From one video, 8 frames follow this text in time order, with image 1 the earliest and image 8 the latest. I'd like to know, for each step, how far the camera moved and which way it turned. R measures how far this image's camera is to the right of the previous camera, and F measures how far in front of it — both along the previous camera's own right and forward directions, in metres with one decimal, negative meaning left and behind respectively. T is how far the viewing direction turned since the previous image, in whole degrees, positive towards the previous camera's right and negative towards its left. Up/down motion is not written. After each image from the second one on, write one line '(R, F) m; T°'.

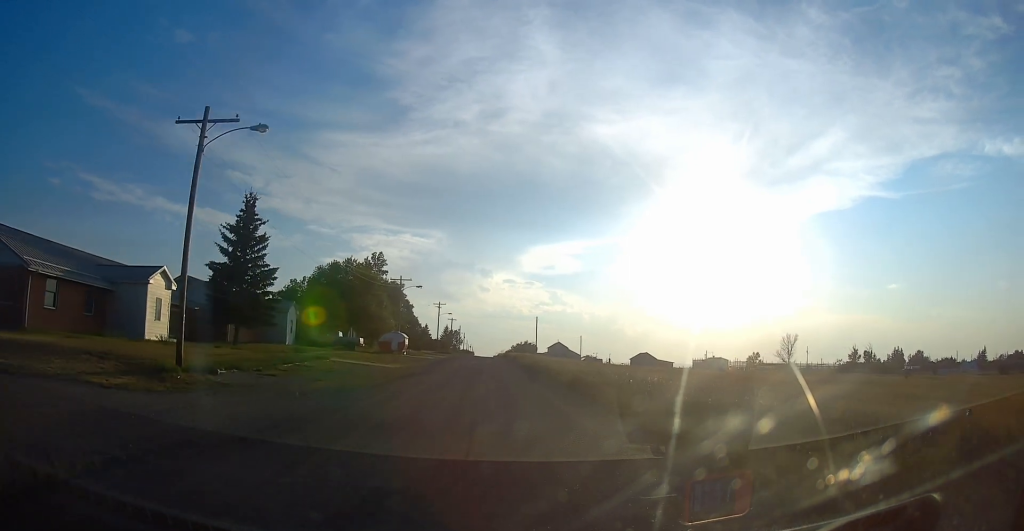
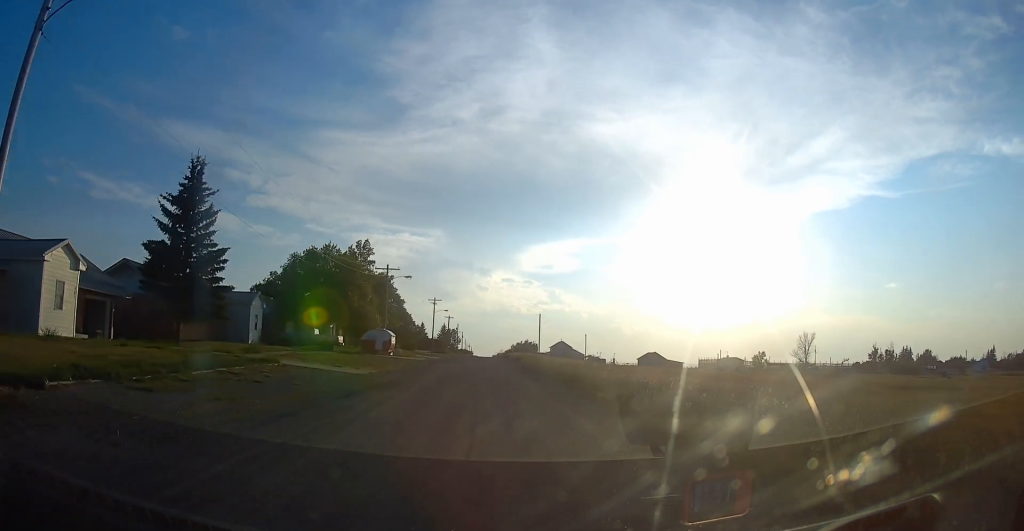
(0.0, +9.4) m; +1°
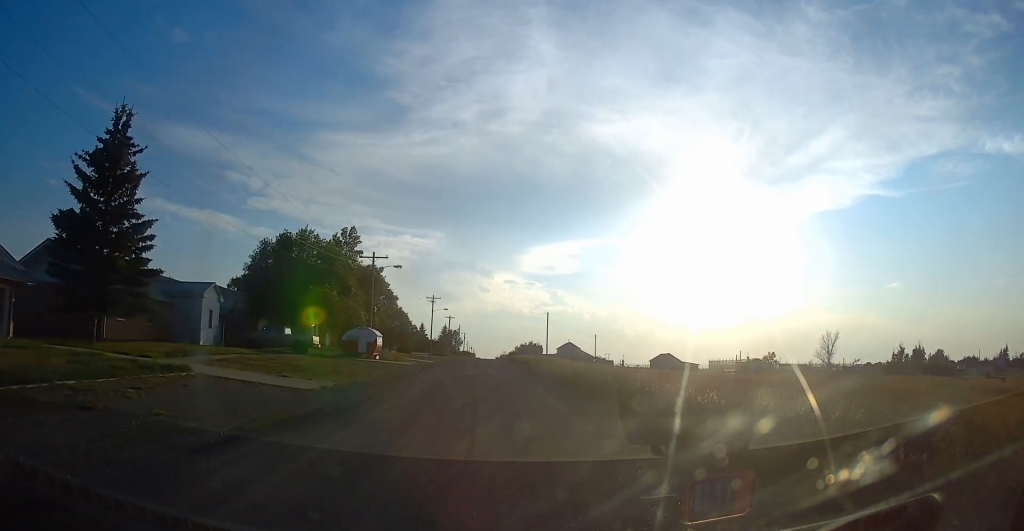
(+0.2, +9.6) m; +1°
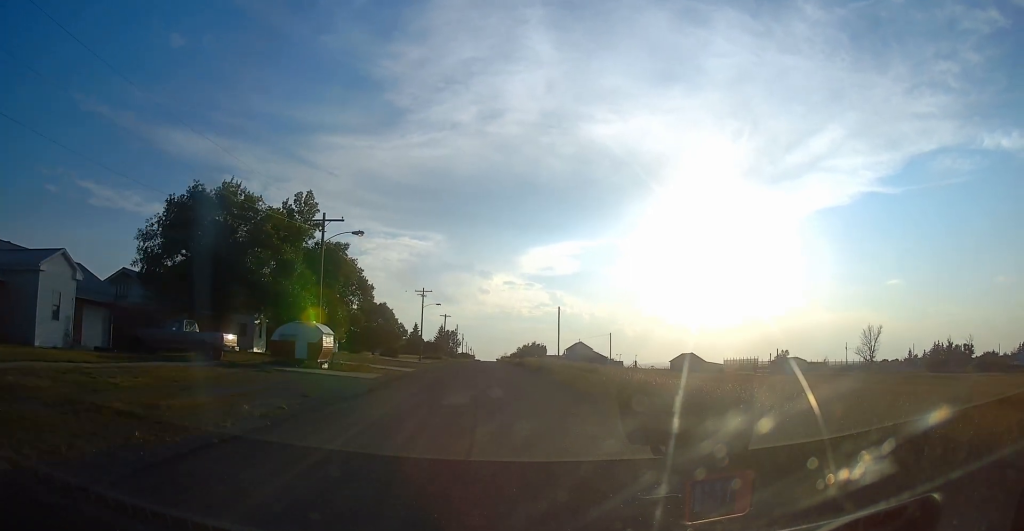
(0.0, +16.9) m; 0°
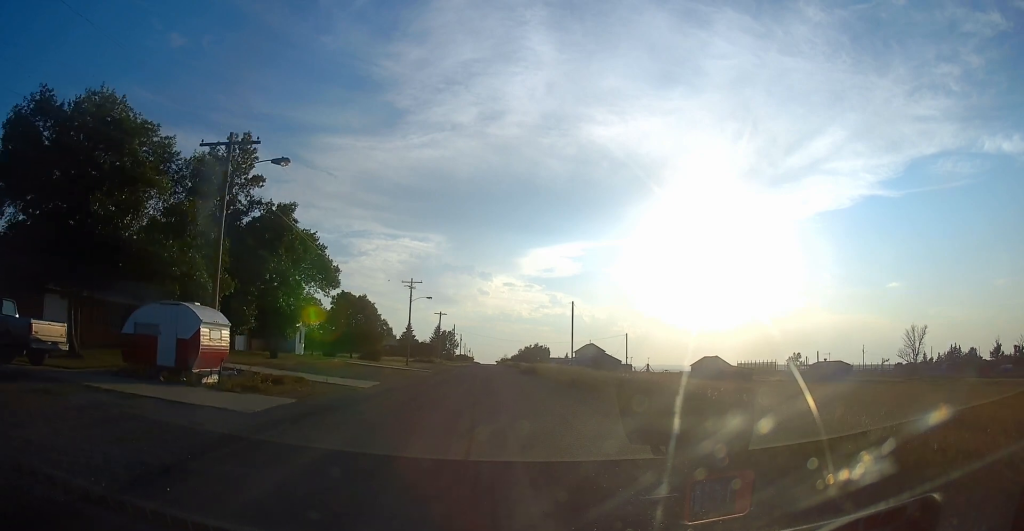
(0.0, +14.7) m; 0°
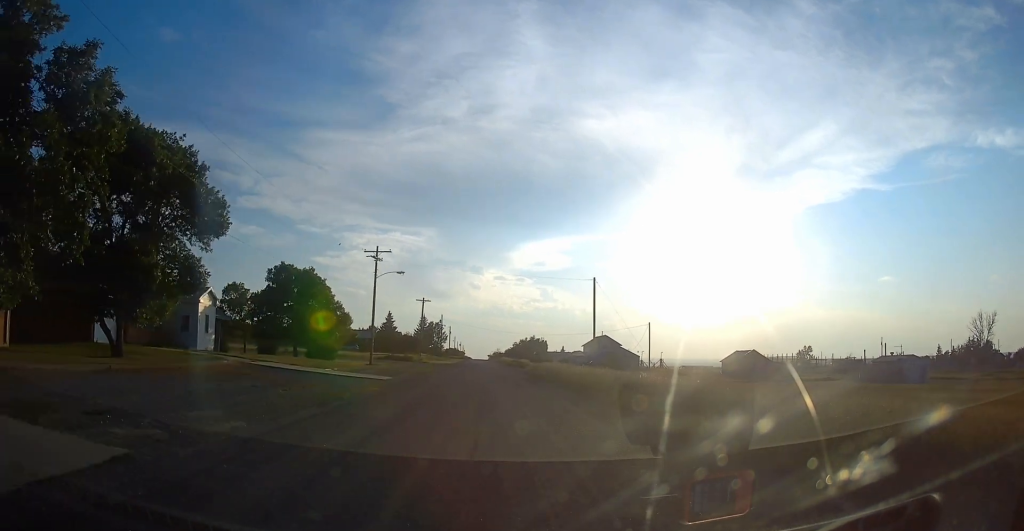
(0.0, +20.4) m; +1°
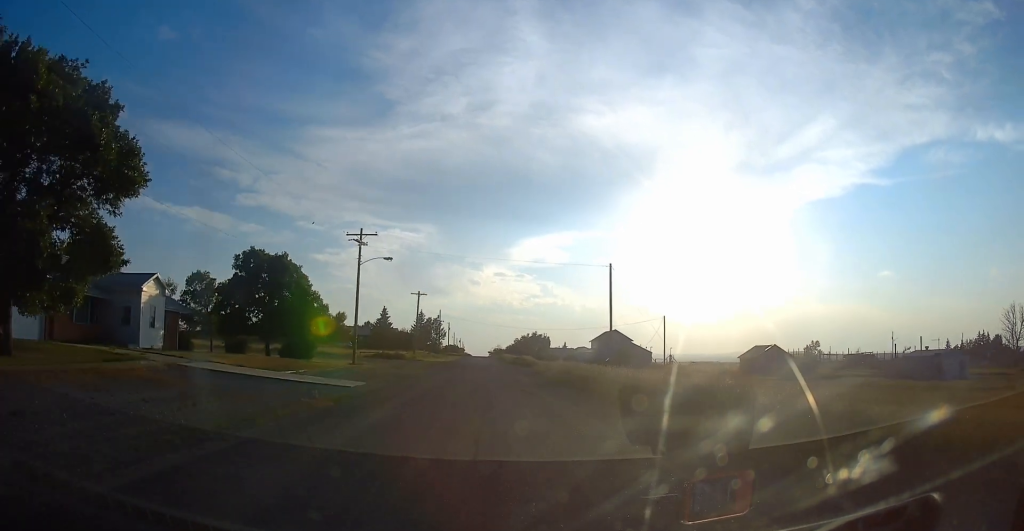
(+0.1, +7.5) m; +1°
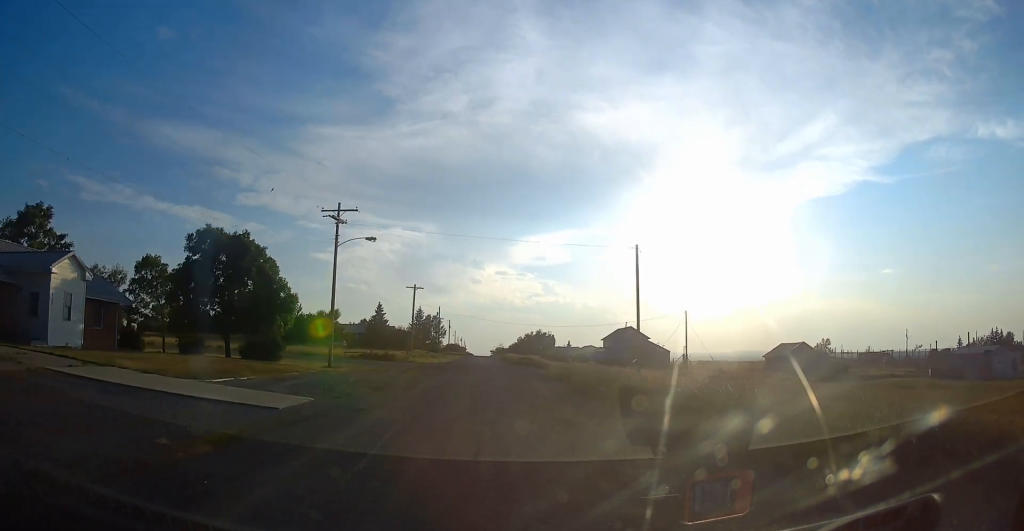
(+0.3, +8.4) m; 0°
